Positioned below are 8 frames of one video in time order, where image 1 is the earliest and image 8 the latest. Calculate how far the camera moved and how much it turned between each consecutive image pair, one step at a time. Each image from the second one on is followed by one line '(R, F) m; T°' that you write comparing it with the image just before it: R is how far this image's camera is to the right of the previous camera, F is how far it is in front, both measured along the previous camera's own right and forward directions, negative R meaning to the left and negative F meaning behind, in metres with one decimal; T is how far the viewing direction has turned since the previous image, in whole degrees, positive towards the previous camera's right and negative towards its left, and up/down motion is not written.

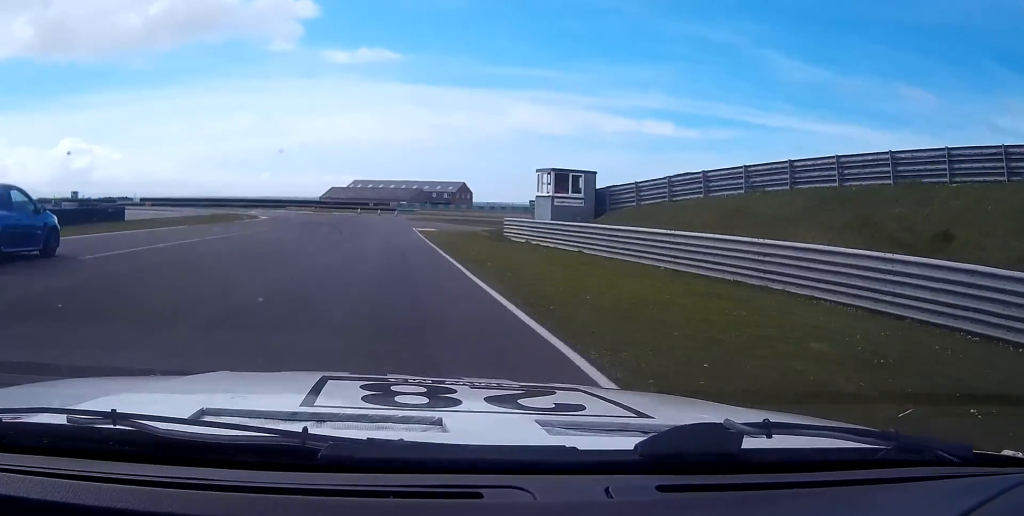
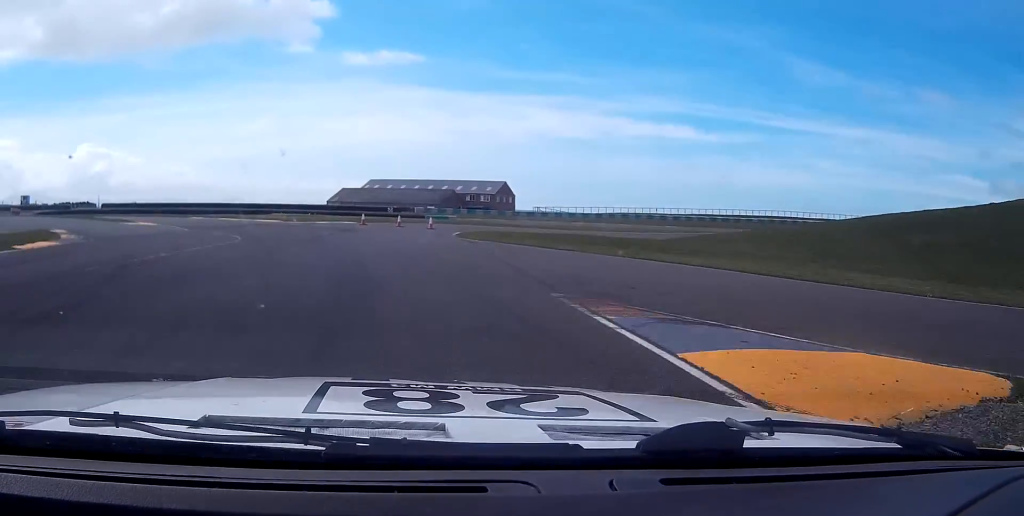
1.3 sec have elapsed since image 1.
(-0.9, +42.9) m; -5°
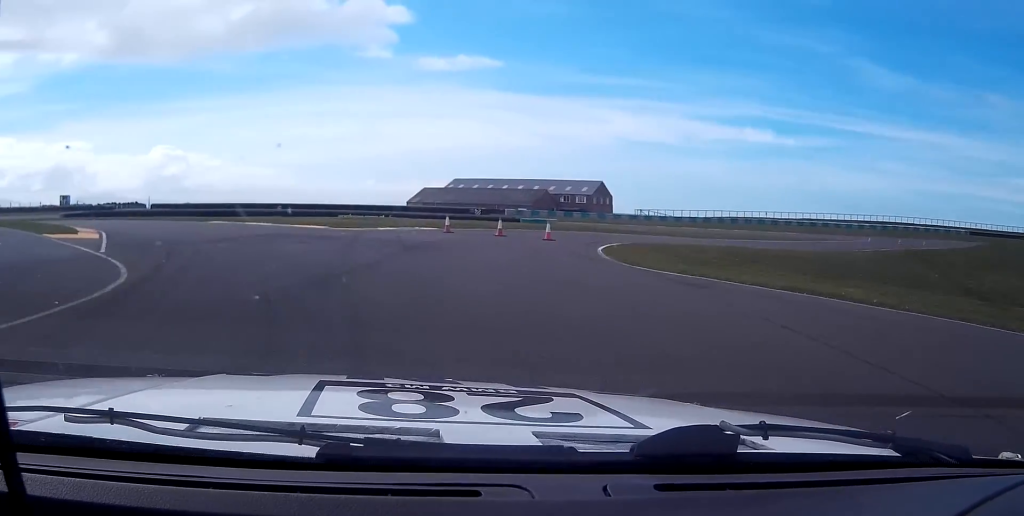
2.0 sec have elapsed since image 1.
(+0.4, +17.8) m; -7°
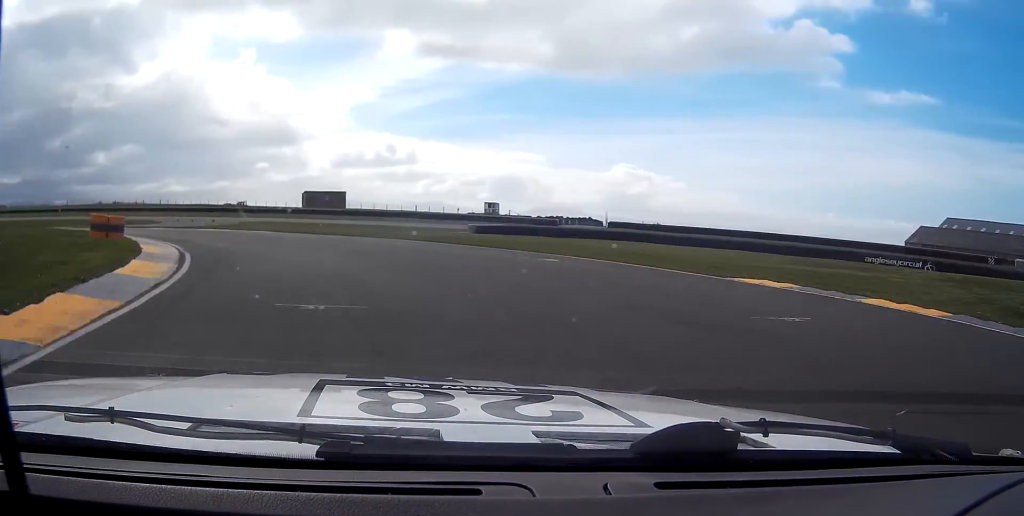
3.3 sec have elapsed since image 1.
(-7.7, +27.6) m; -32°
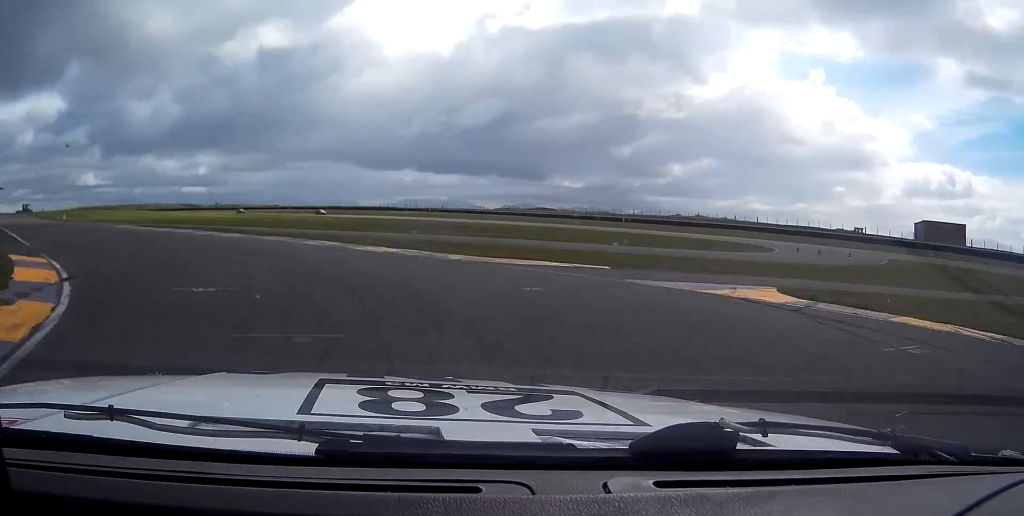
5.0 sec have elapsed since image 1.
(-13.5, +32.0) m; -46°
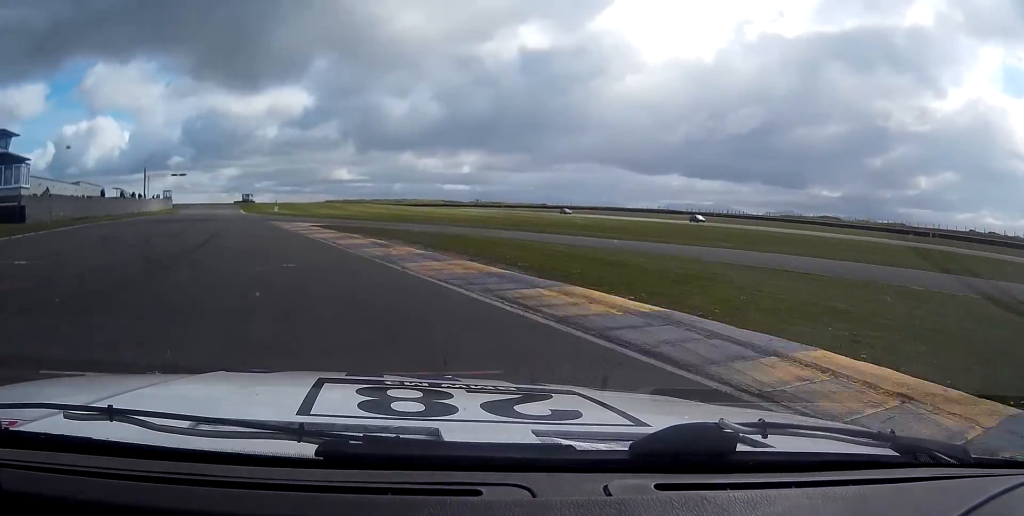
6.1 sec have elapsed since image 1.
(-5.3, +25.1) m; -20°
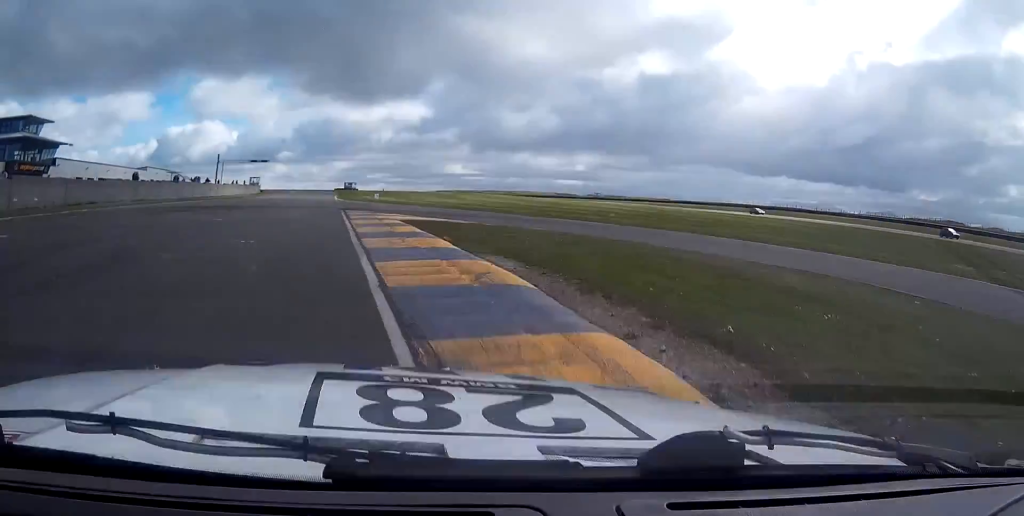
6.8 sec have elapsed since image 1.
(-2.0, +18.4) m; -9°
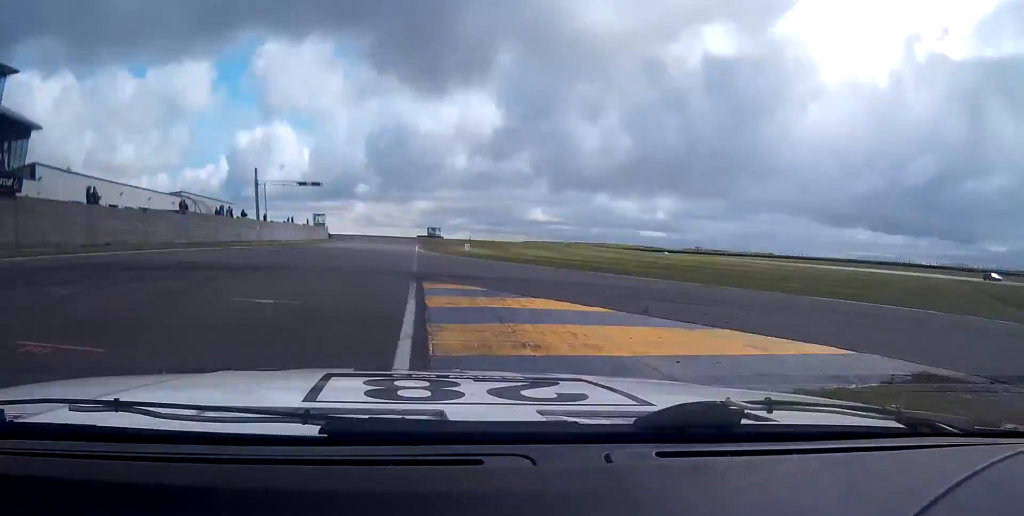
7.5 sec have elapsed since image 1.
(-1.7, +21.9) m; -5°
